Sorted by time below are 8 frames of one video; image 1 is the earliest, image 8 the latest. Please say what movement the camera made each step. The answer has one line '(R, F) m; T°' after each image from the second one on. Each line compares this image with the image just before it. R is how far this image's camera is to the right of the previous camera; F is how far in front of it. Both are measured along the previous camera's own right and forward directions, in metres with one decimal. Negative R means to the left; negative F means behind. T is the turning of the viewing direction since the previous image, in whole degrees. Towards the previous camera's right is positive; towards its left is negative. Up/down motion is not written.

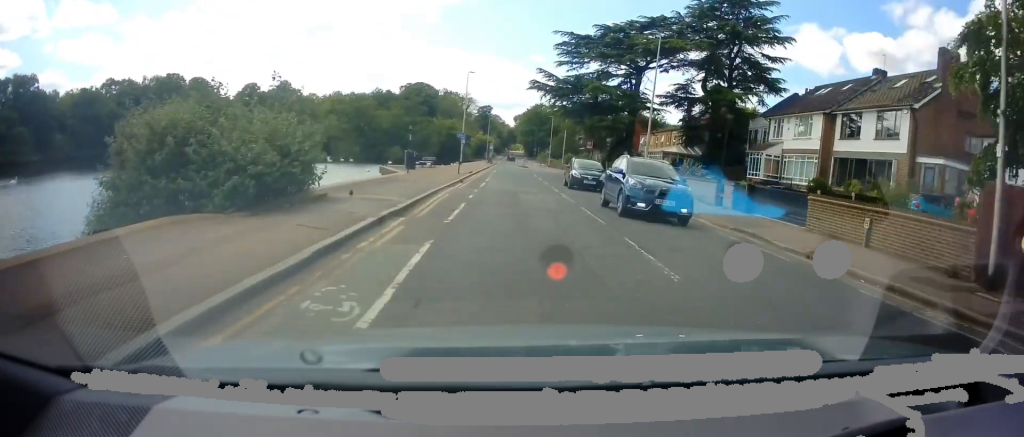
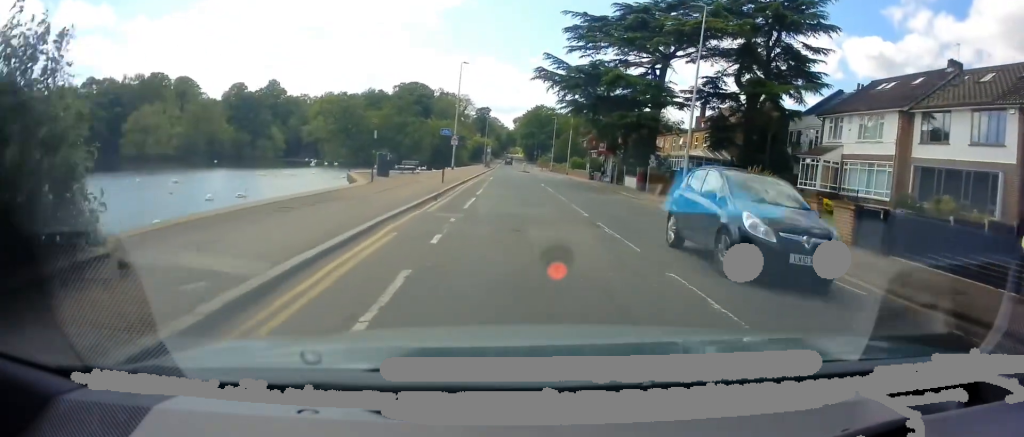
(-0.1, +8.7) m; 0°
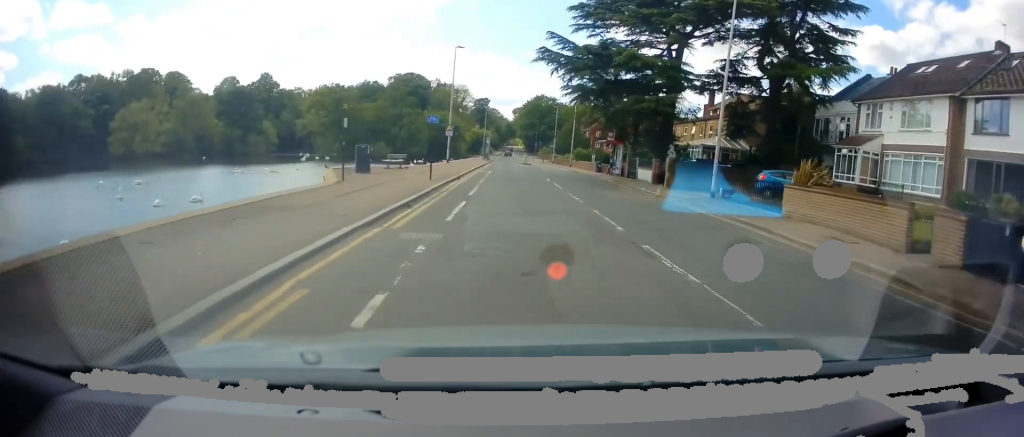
(0.0, +4.5) m; 0°
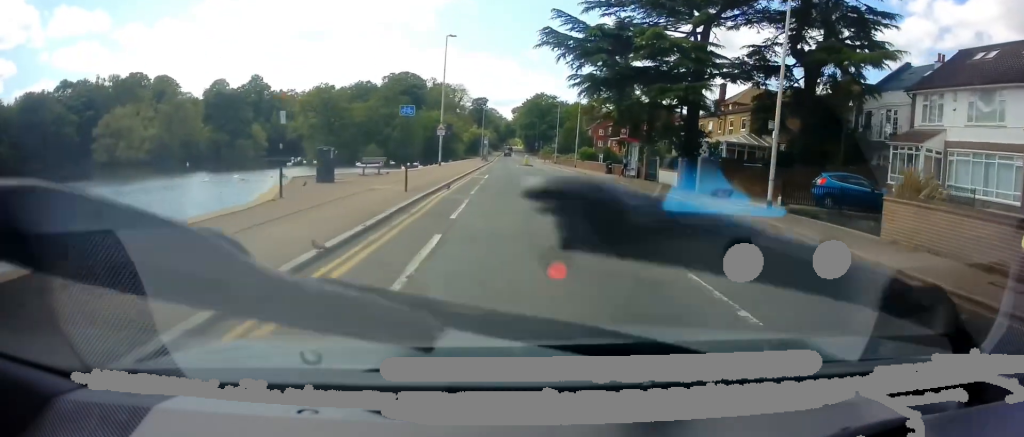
(0.0, +5.7) m; +2°
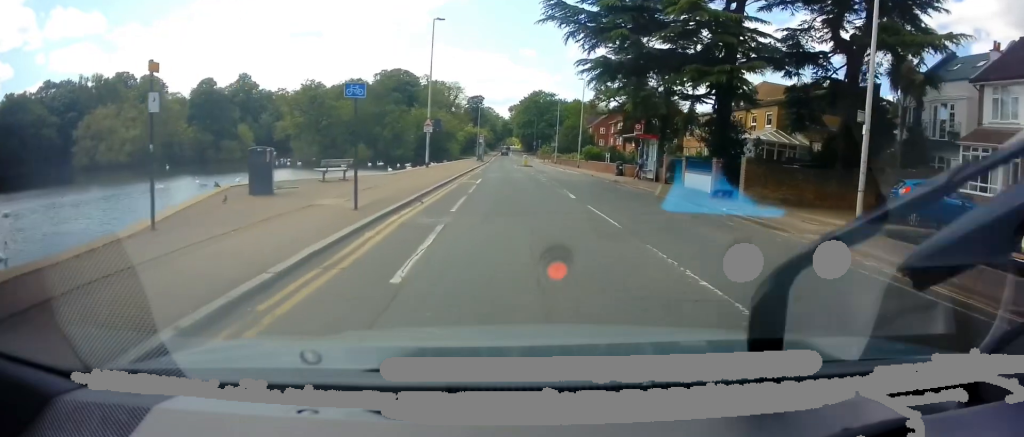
(+0.1, +5.7) m; +1°
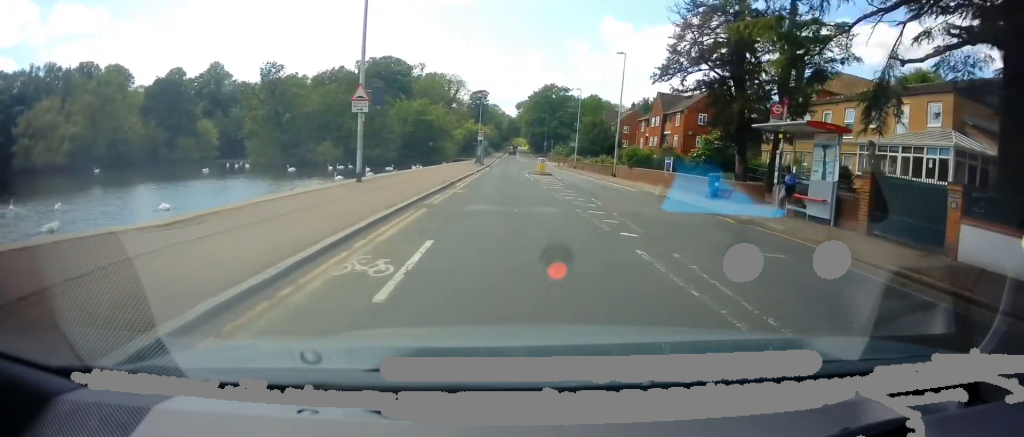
(-0.2, +18.9) m; -3°
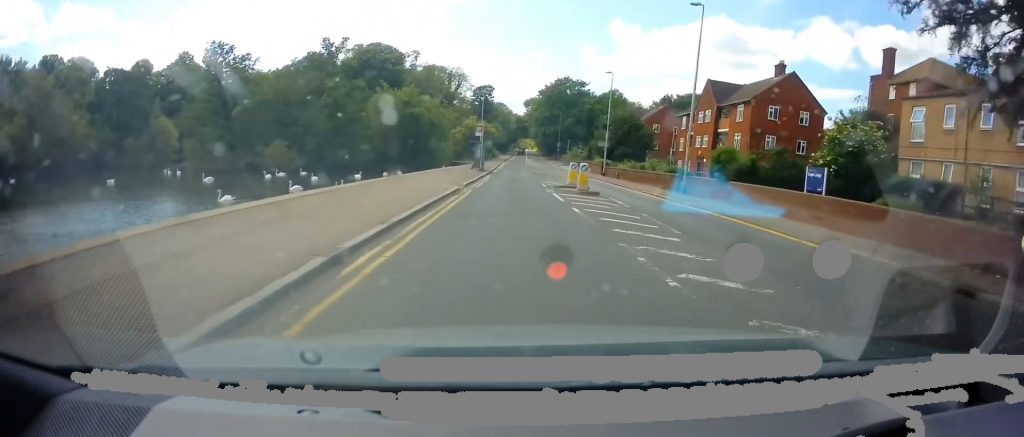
(0.0, +16.7) m; 0°
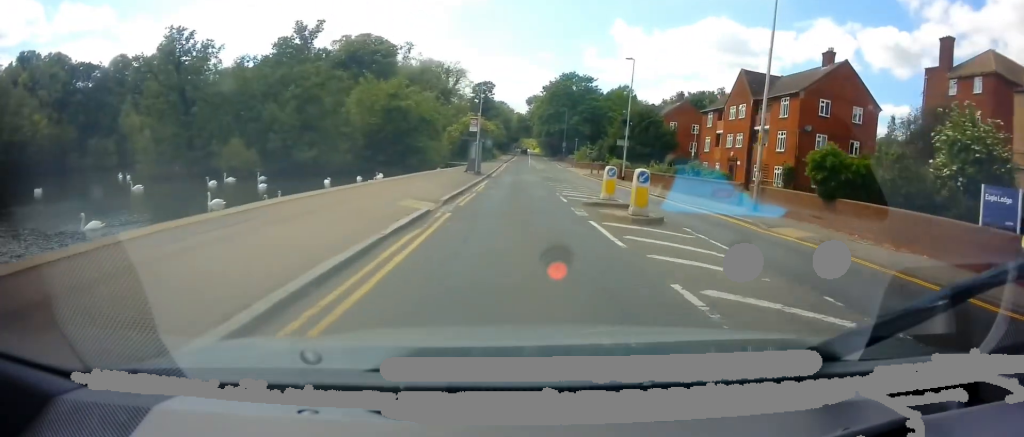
(0.0, +8.7) m; 0°
